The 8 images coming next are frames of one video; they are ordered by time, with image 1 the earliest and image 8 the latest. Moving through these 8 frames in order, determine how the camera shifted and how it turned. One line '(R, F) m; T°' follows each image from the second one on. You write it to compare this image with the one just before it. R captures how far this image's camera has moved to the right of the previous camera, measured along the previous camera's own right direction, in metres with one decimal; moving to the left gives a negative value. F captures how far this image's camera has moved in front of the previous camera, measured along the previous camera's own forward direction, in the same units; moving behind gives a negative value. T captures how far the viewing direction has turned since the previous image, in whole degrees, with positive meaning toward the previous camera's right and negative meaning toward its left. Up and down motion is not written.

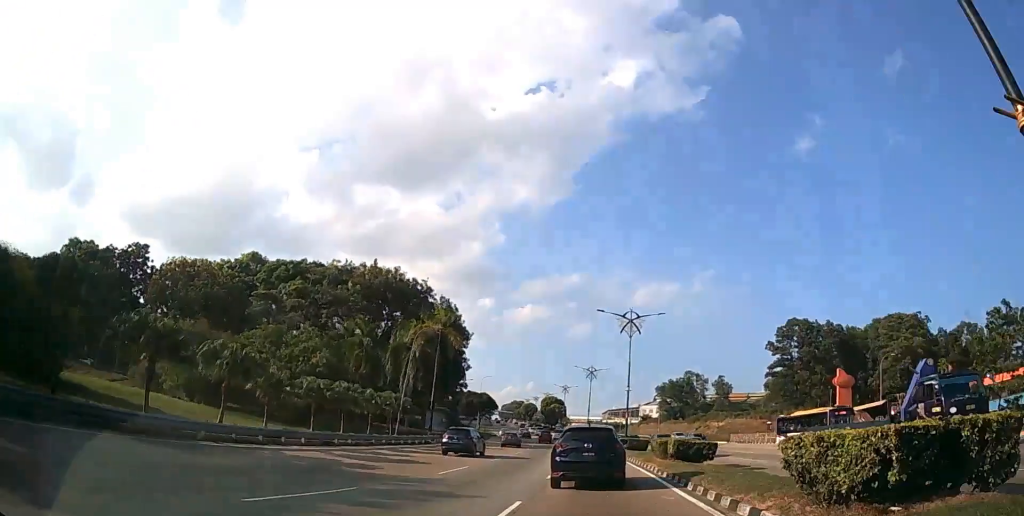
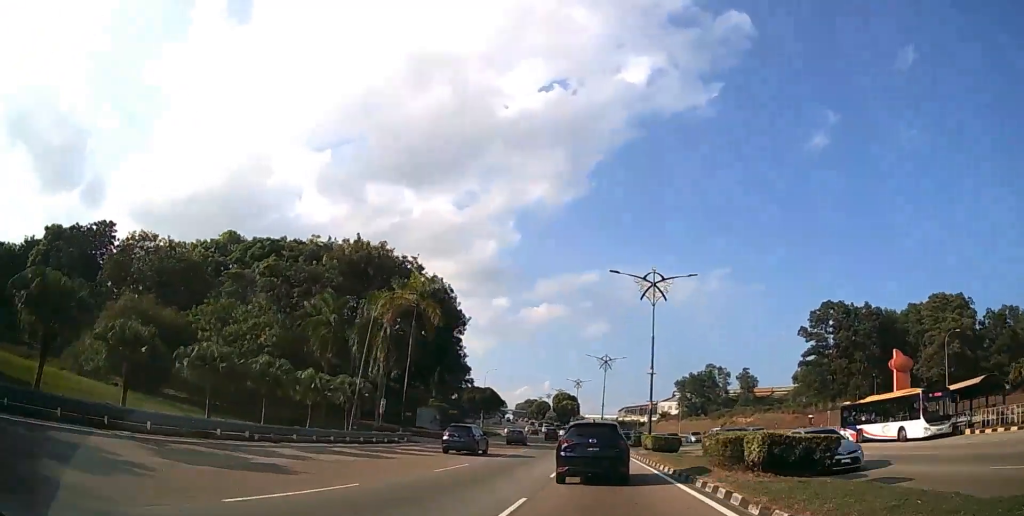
(-0.1, +10.7) m; -1°
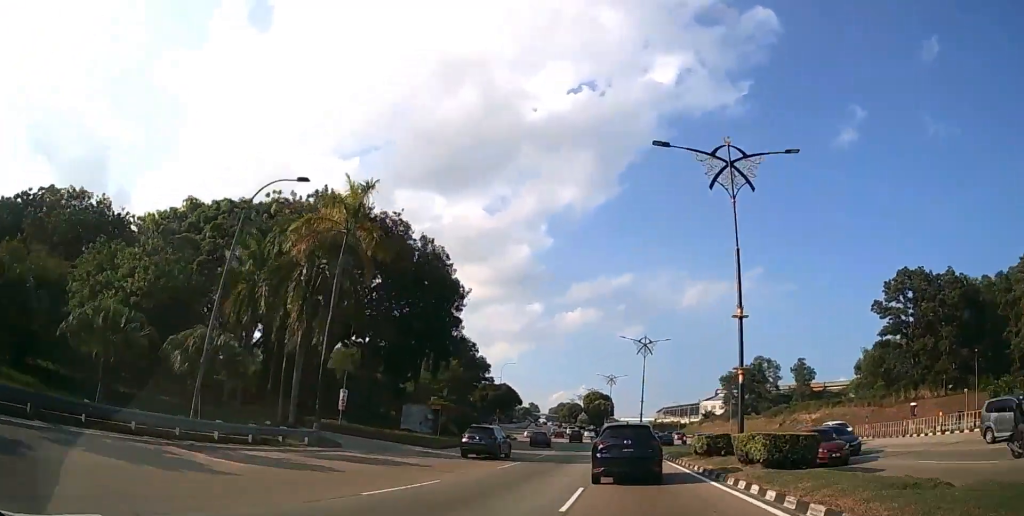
(-0.4, +18.6) m; -3°
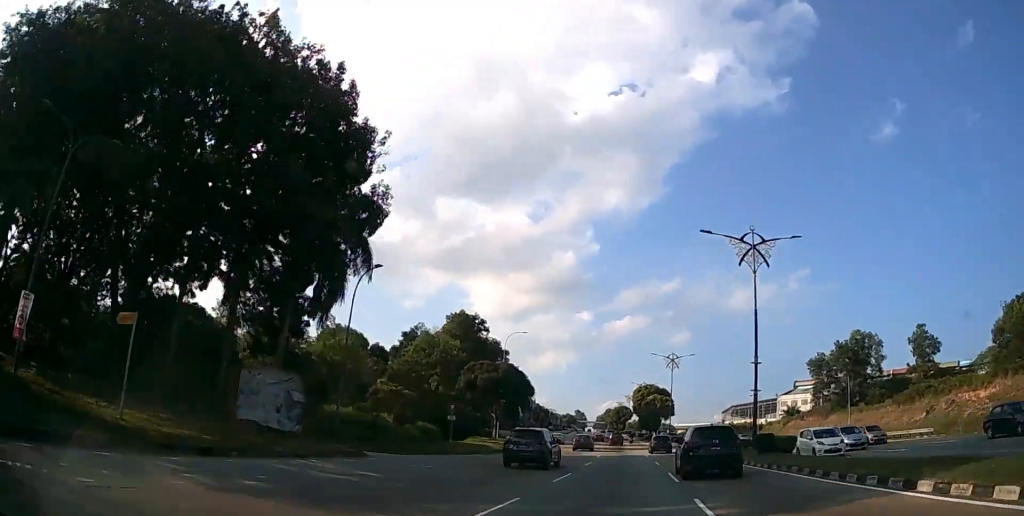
(-1.8, +35.8) m; -5°
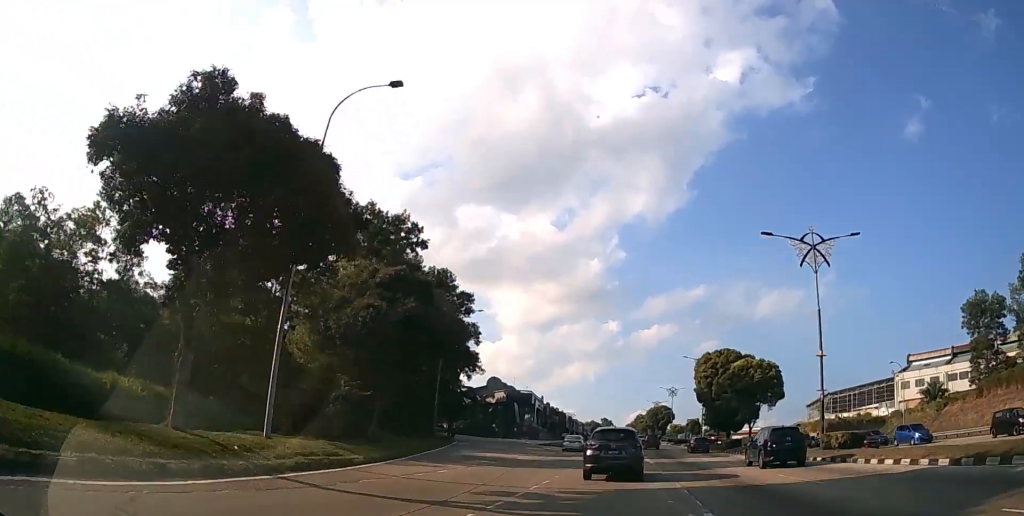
(-2.1, +48.9) m; -4°
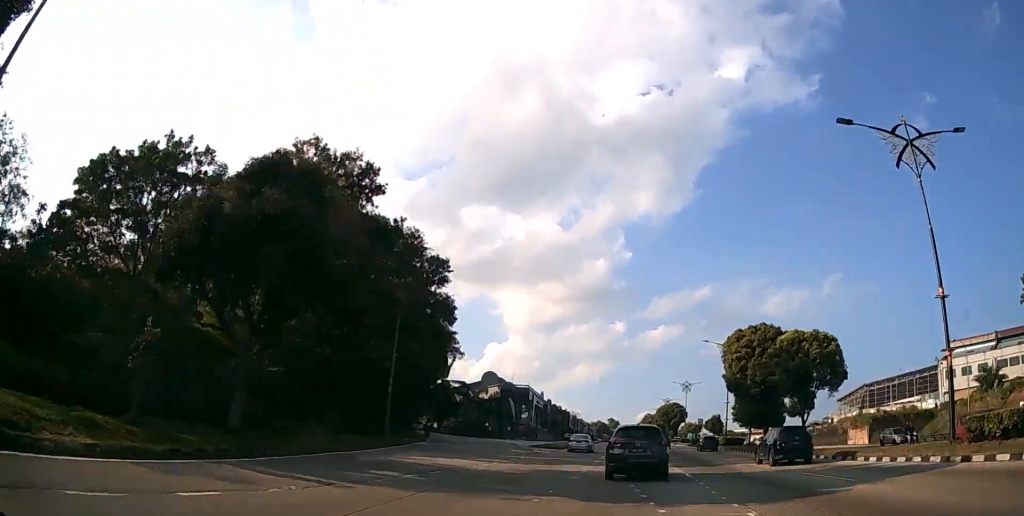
(-0.1, +11.9) m; 0°
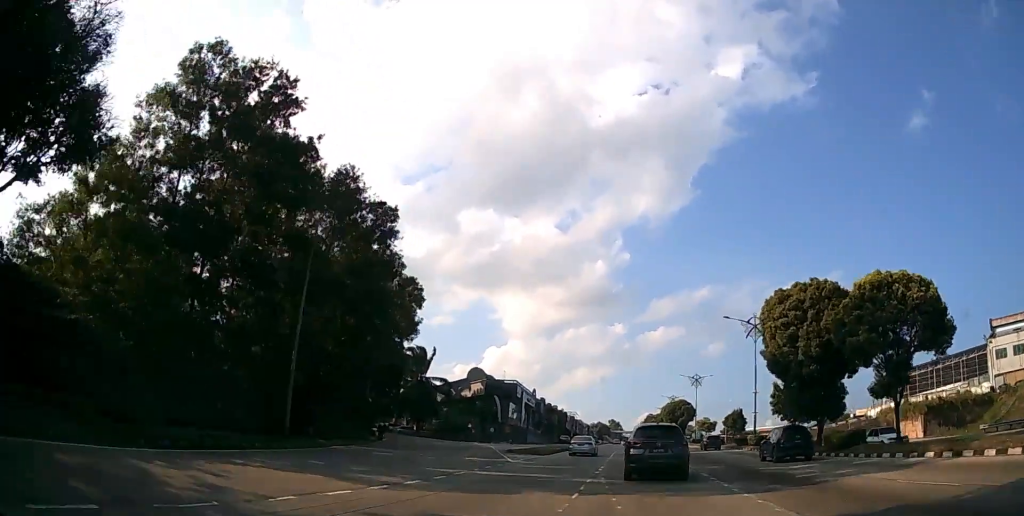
(0.0, +12.8) m; 0°
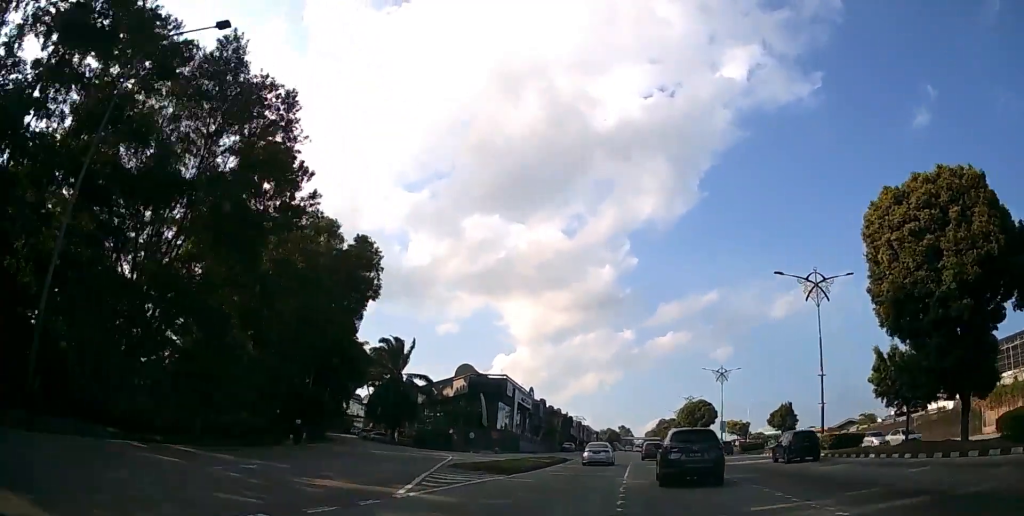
(-0.1, +15.1) m; 0°
